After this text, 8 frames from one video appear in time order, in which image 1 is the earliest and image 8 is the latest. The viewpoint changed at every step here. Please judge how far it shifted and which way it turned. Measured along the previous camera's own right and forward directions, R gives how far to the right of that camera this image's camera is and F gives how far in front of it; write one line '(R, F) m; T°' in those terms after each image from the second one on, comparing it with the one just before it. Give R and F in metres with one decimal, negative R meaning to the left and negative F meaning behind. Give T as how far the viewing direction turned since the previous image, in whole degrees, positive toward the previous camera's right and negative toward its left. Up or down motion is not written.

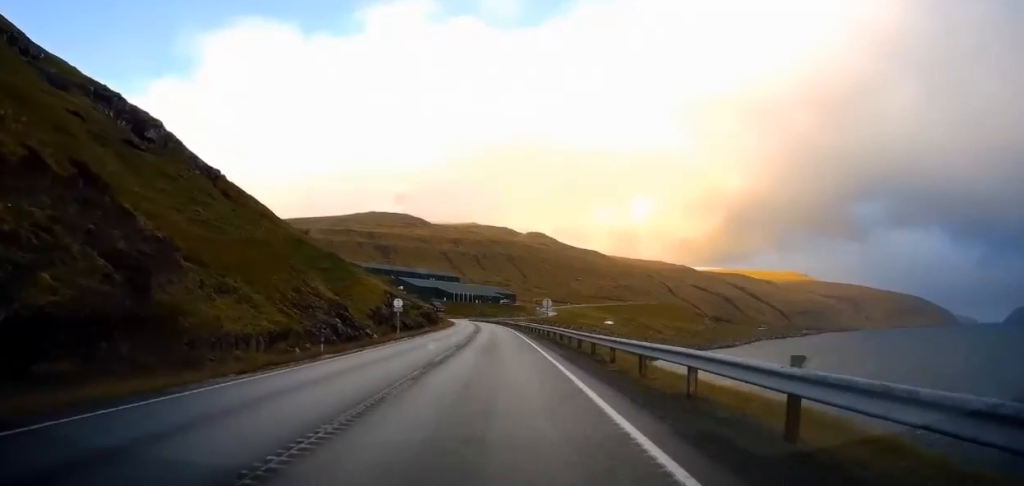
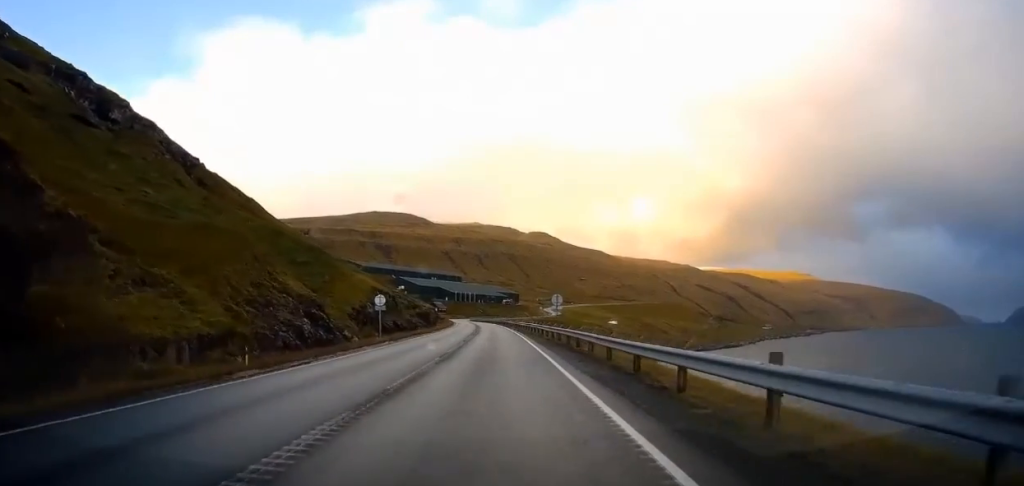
(+0.1, +7.4) m; -1°
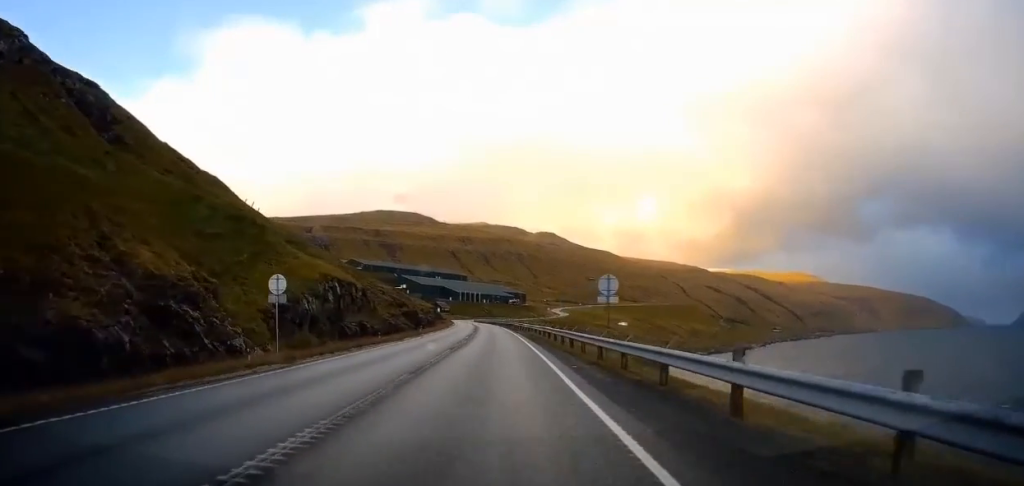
(-0.5, +18.7) m; -2°
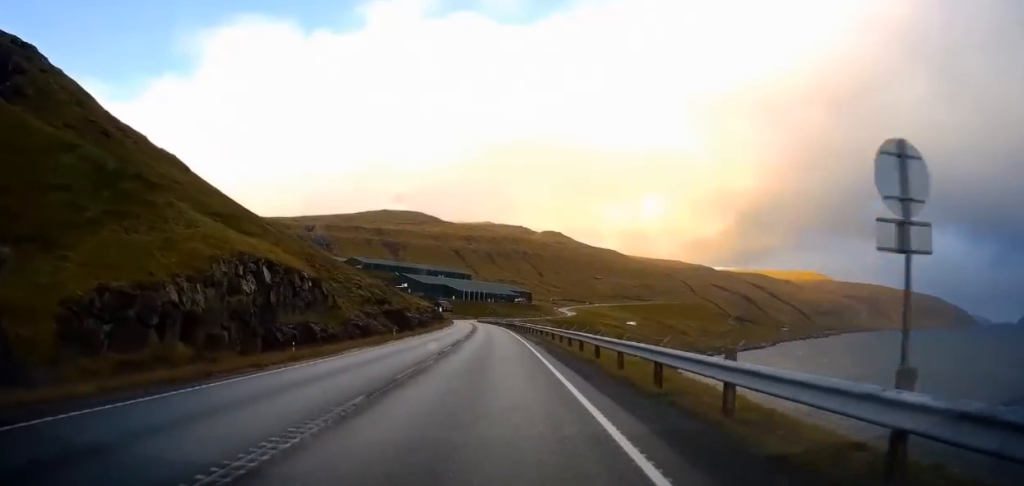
(-0.1, +16.0) m; -2°
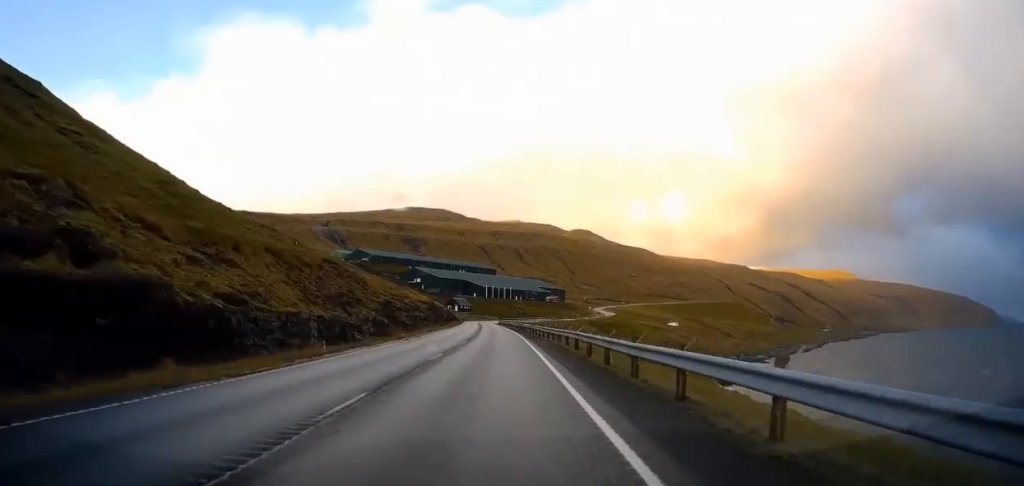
(-1.1, +56.9) m; -2°
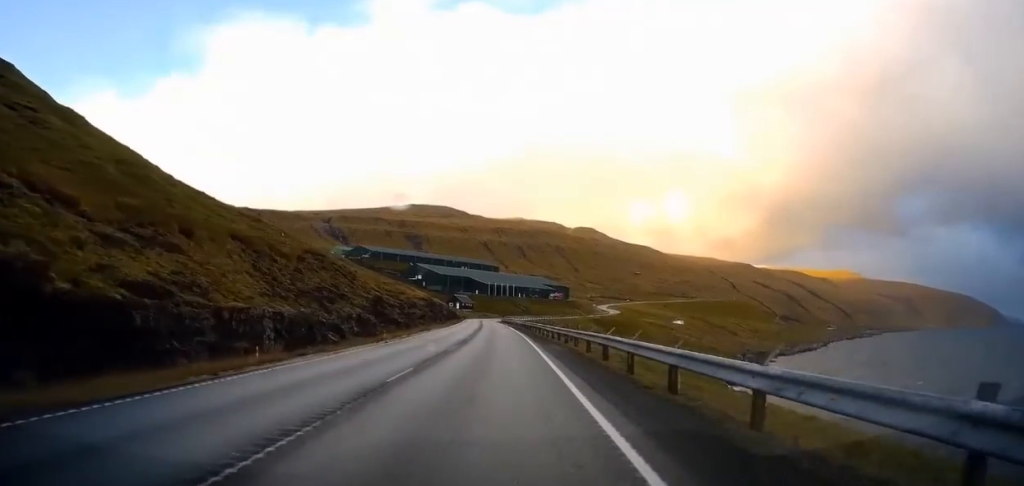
(-0.5, +7.4) m; 0°
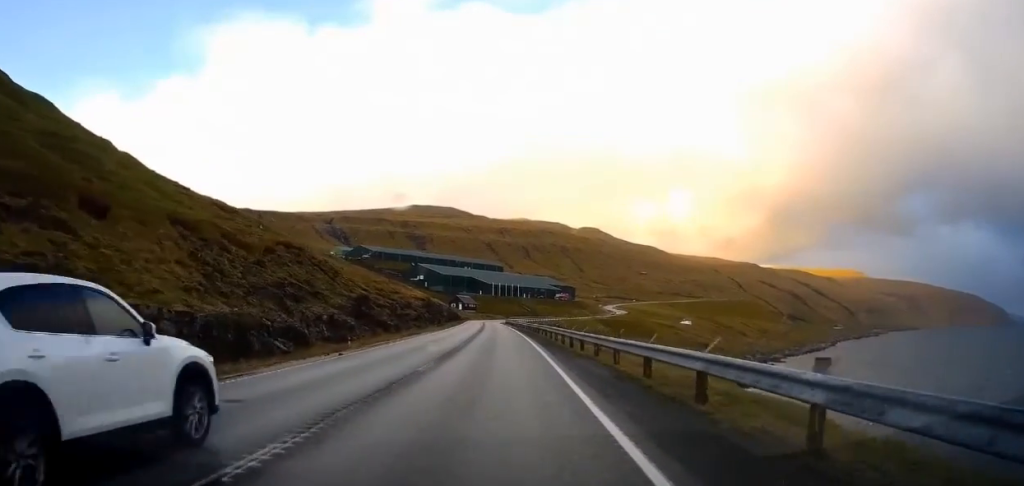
(-0.4, +9.6) m; 0°
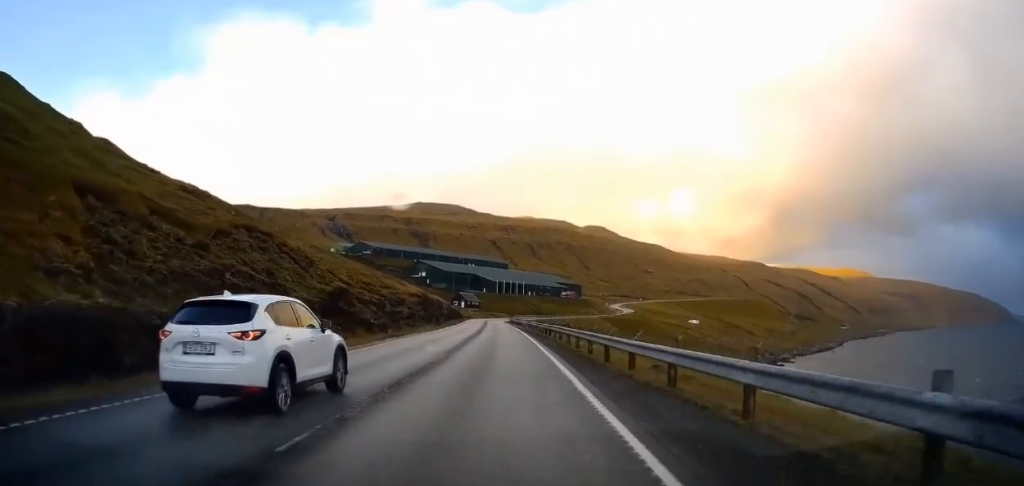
(+0.6, +10.1) m; +1°
